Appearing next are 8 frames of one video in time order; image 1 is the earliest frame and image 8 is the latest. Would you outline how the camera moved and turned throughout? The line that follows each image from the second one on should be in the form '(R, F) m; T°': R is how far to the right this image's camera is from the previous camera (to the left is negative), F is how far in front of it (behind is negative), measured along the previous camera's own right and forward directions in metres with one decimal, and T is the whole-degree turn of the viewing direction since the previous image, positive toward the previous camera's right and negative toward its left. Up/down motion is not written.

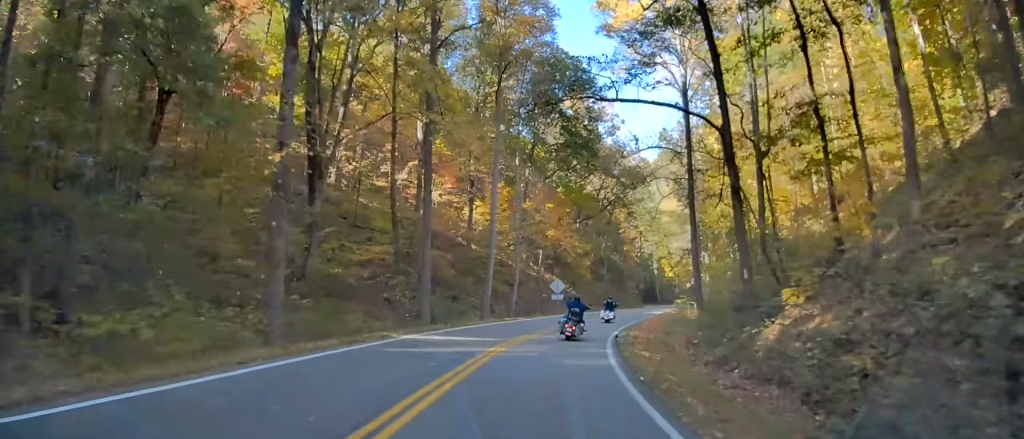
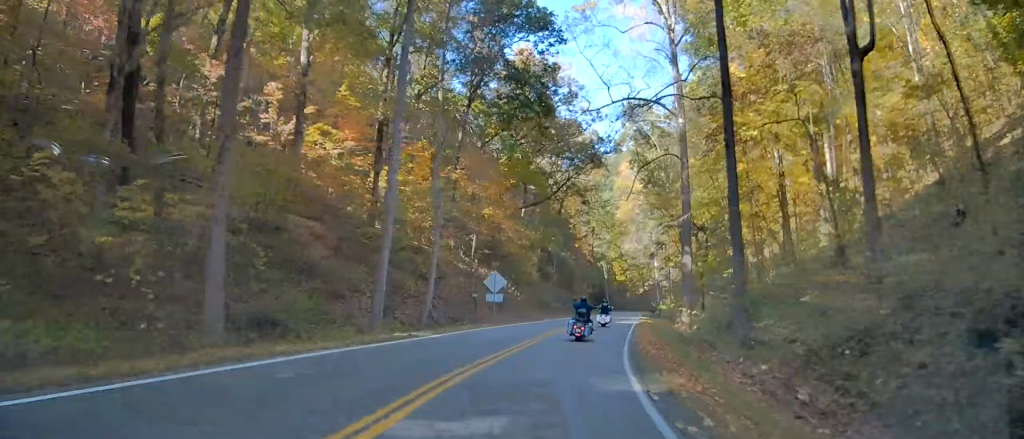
(+0.7, +17.1) m; +6°
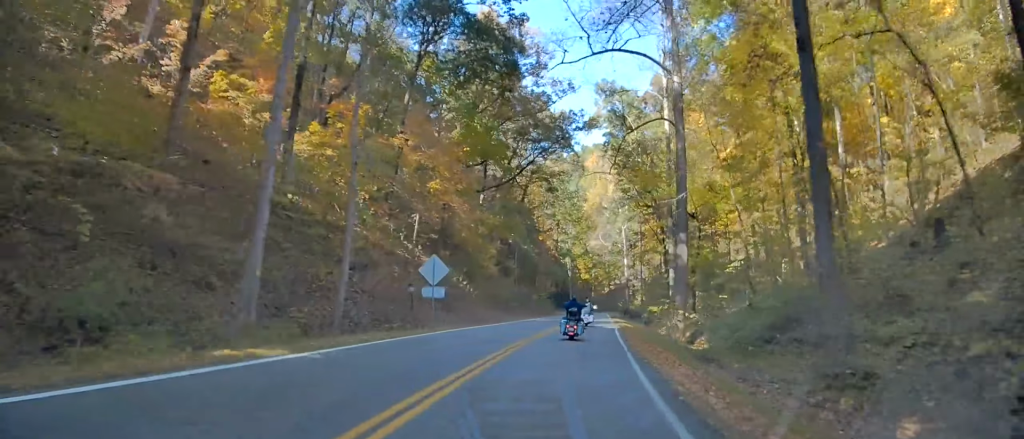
(-0.1, +9.5) m; +4°
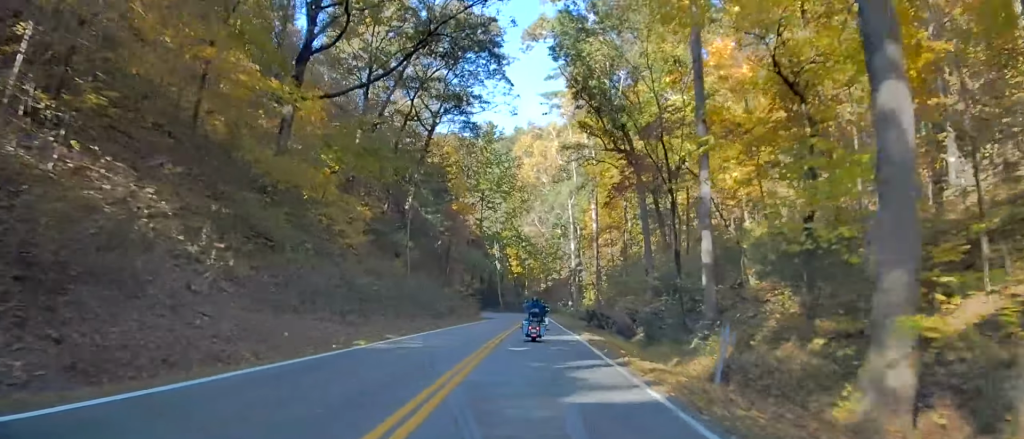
(+3.3, +29.0) m; +8°
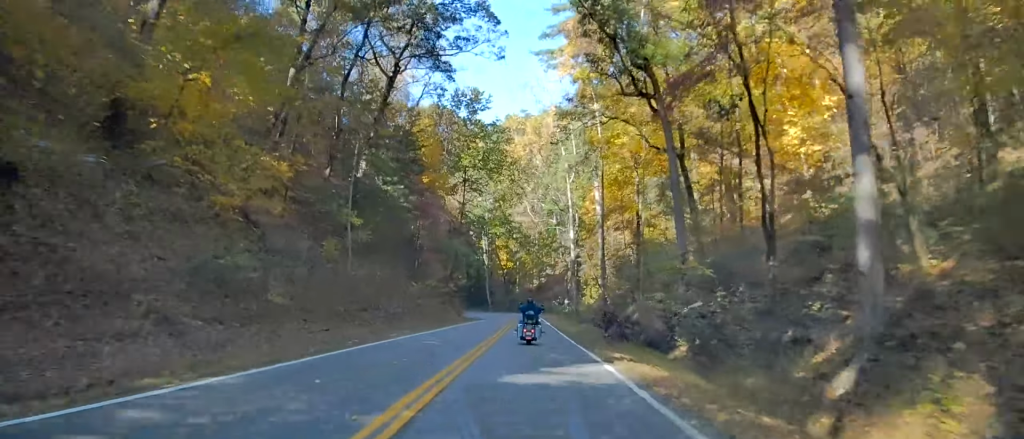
(+0.1, +13.6) m; 0°
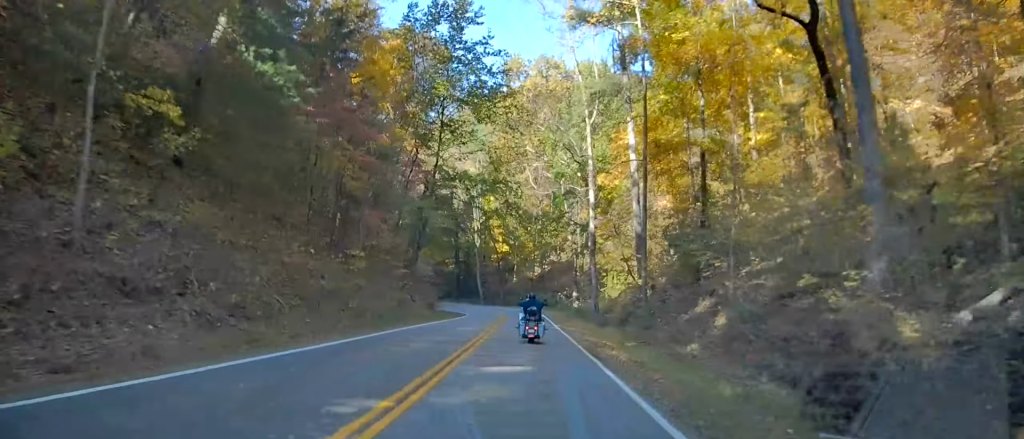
(-0.1, +21.6) m; 0°
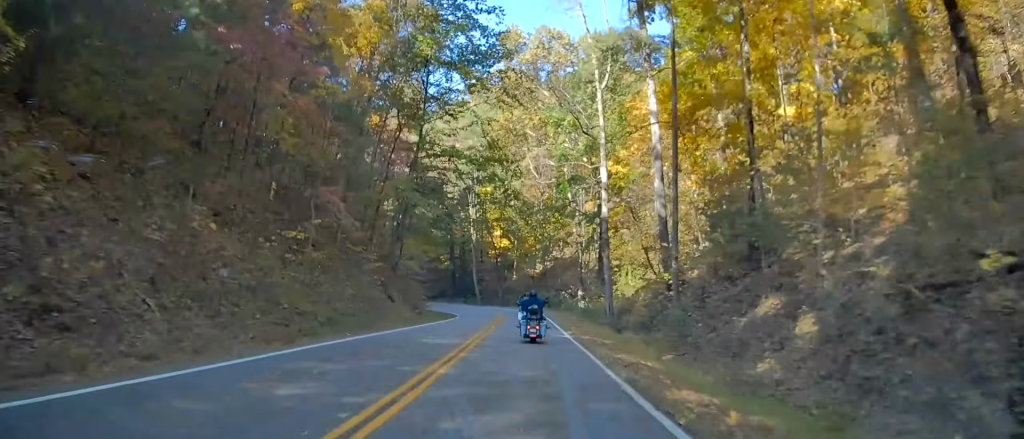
(+0.2, +8.0) m; 0°
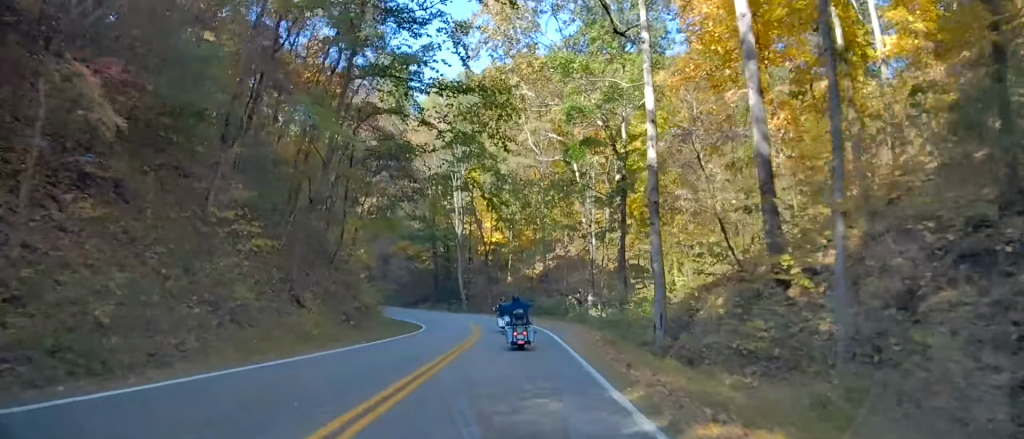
(-0.6, +16.9) m; -2°
